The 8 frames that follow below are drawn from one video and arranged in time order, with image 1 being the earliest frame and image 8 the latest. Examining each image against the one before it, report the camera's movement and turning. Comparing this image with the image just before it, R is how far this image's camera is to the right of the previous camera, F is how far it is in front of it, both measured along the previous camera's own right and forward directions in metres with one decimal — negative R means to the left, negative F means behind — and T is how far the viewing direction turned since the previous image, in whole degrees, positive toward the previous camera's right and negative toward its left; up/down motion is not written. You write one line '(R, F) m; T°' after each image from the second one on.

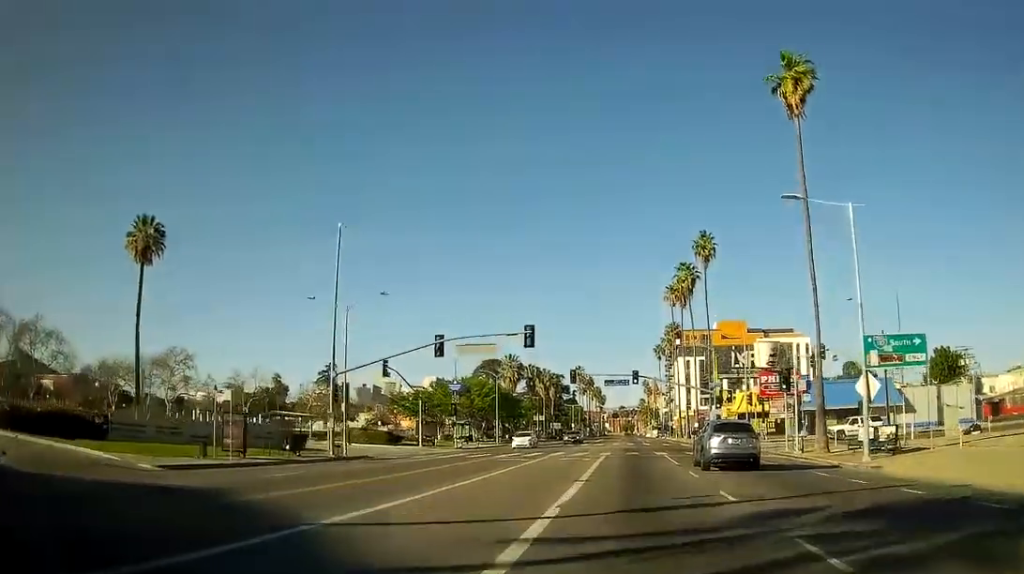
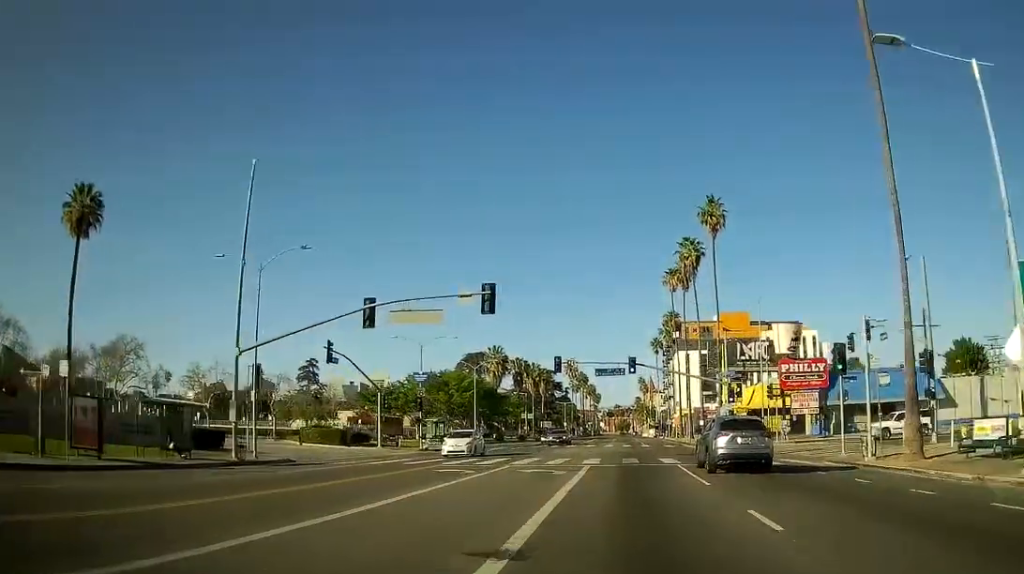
(+0.1, +11.7) m; +1°
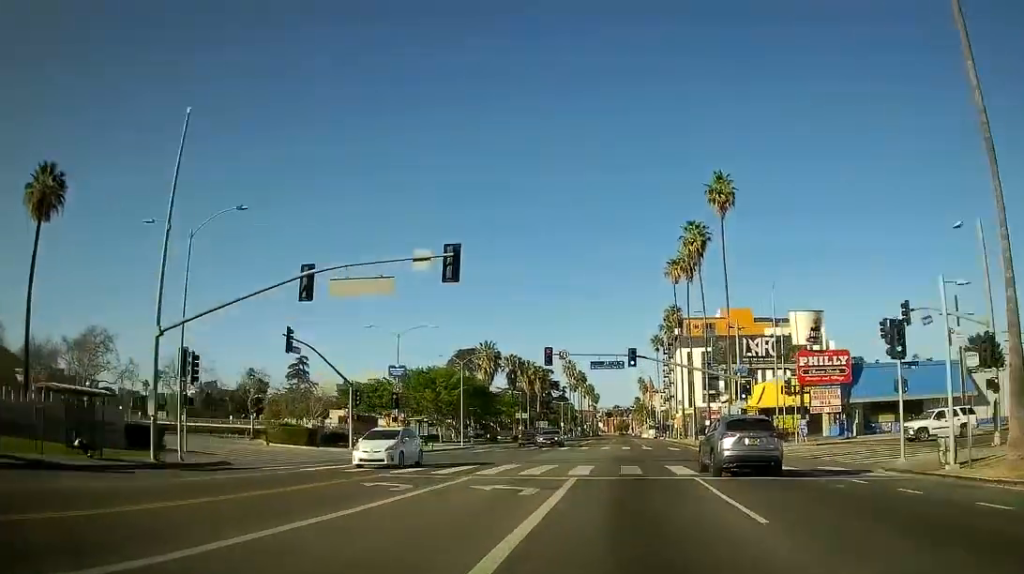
(+0.1, +7.3) m; 0°
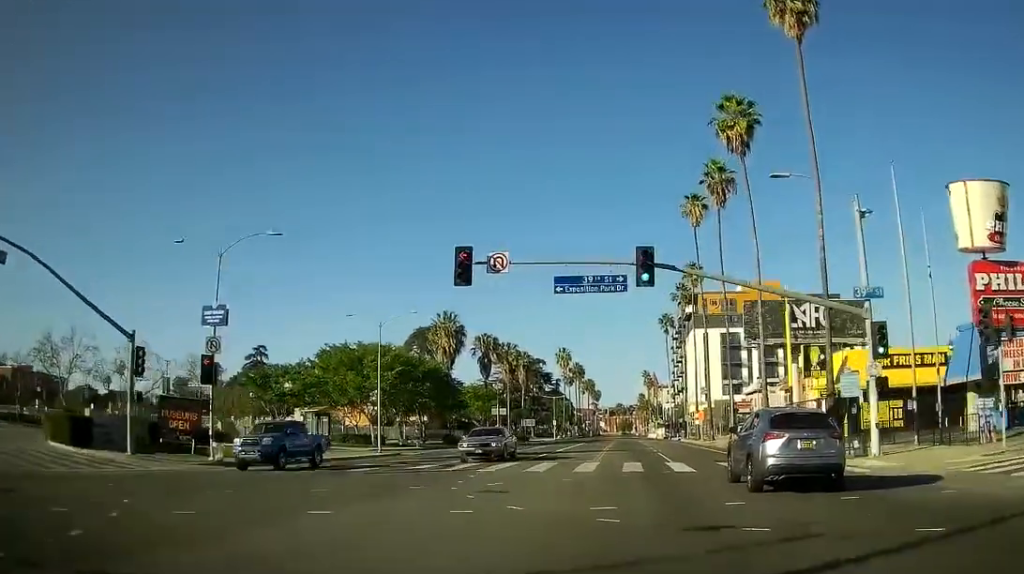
(0.0, +30.1) m; 0°
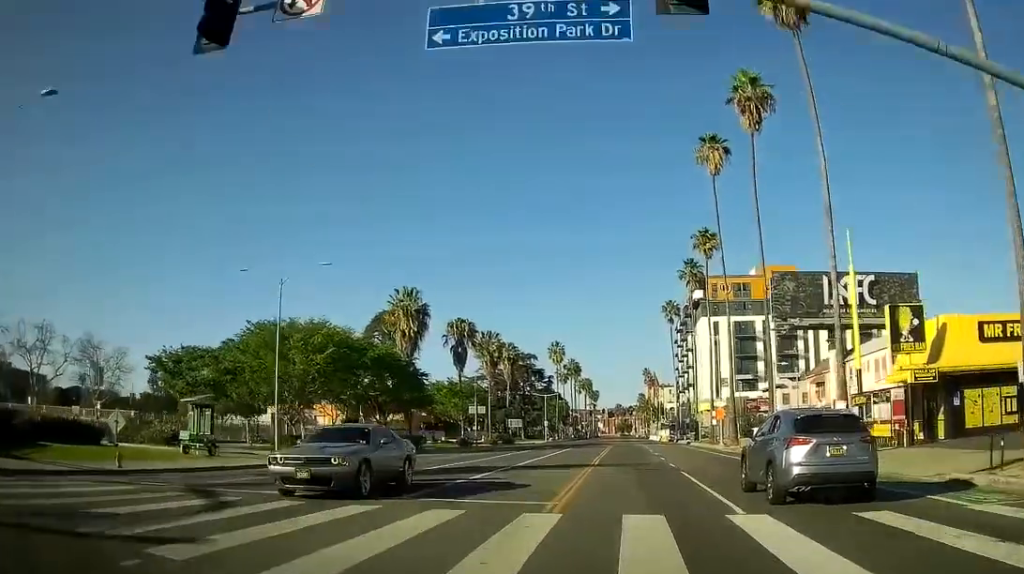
(0.0, +17.5) m; 0°
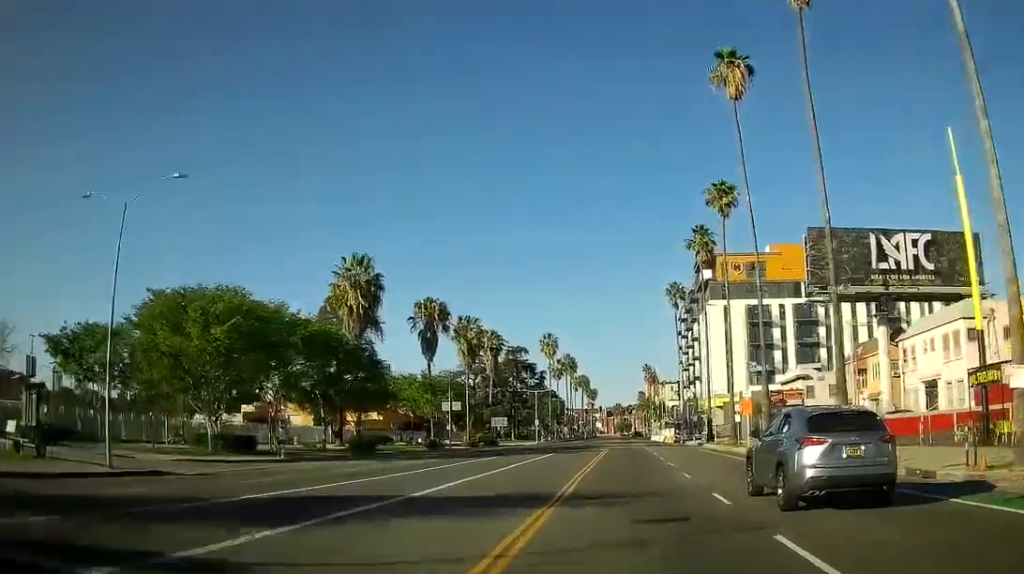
(0.0, +15.0) m; 0°
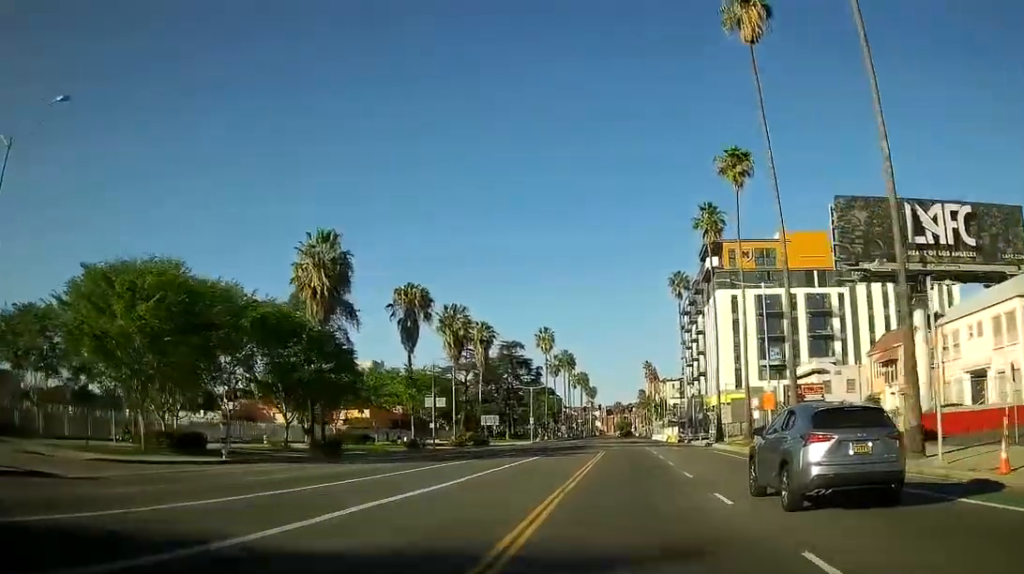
(0.0, +7.5) m; 0°
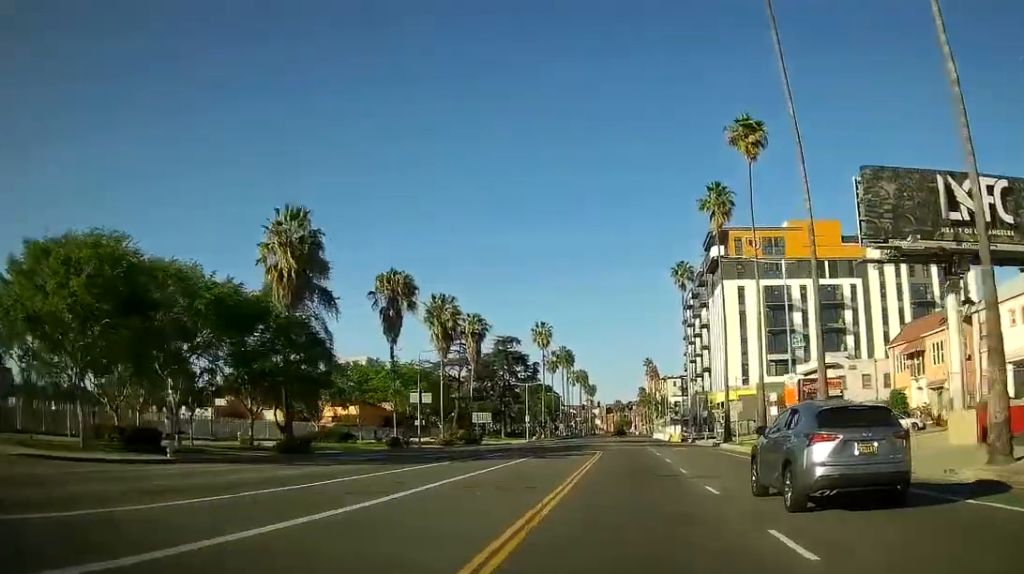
(0.0, +5.8) m; 0°
